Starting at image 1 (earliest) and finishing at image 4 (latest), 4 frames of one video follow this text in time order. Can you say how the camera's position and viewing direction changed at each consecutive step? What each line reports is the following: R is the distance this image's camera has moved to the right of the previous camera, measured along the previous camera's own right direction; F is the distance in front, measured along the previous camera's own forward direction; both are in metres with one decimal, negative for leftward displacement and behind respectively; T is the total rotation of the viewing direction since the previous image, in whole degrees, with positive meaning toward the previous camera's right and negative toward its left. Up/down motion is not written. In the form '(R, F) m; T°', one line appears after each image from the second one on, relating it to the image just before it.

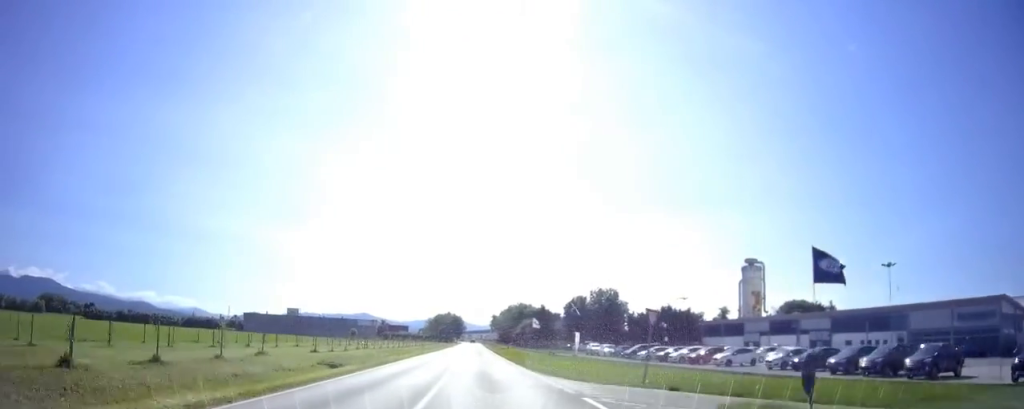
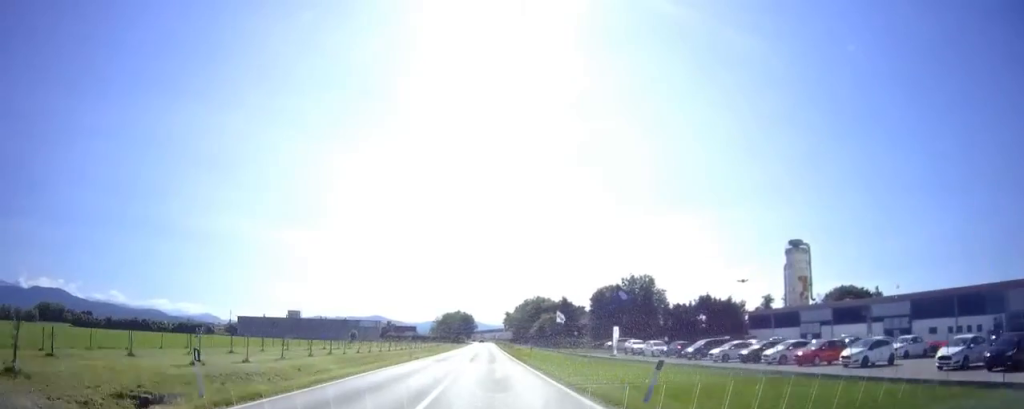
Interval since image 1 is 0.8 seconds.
(-0.1, +15.2) m; 0°
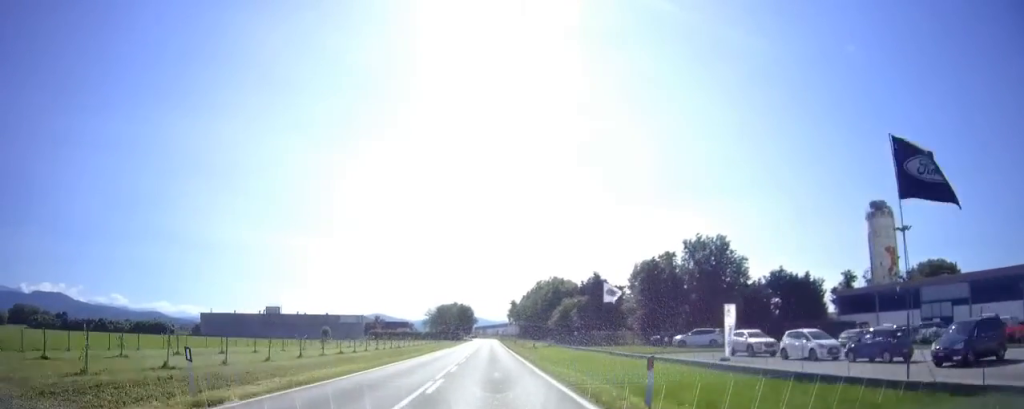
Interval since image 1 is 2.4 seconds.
(+0.1, +28.2) m; 0°
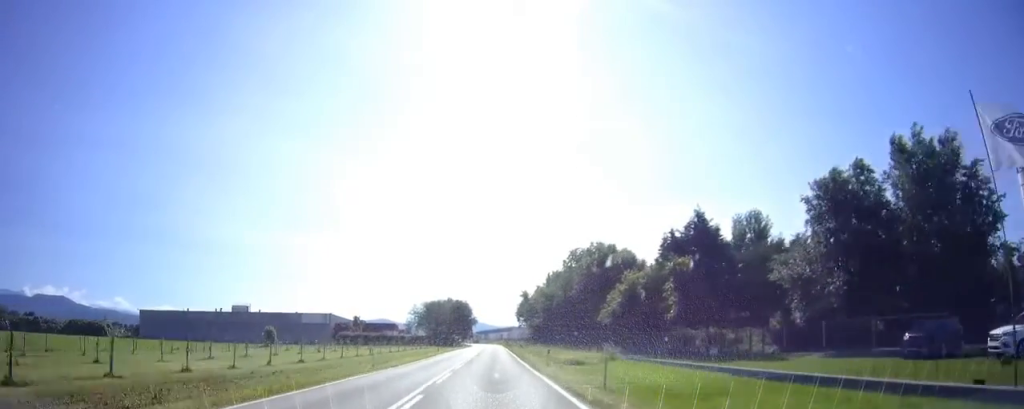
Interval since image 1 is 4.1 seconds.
(0.0, +32.0) m; 0°
